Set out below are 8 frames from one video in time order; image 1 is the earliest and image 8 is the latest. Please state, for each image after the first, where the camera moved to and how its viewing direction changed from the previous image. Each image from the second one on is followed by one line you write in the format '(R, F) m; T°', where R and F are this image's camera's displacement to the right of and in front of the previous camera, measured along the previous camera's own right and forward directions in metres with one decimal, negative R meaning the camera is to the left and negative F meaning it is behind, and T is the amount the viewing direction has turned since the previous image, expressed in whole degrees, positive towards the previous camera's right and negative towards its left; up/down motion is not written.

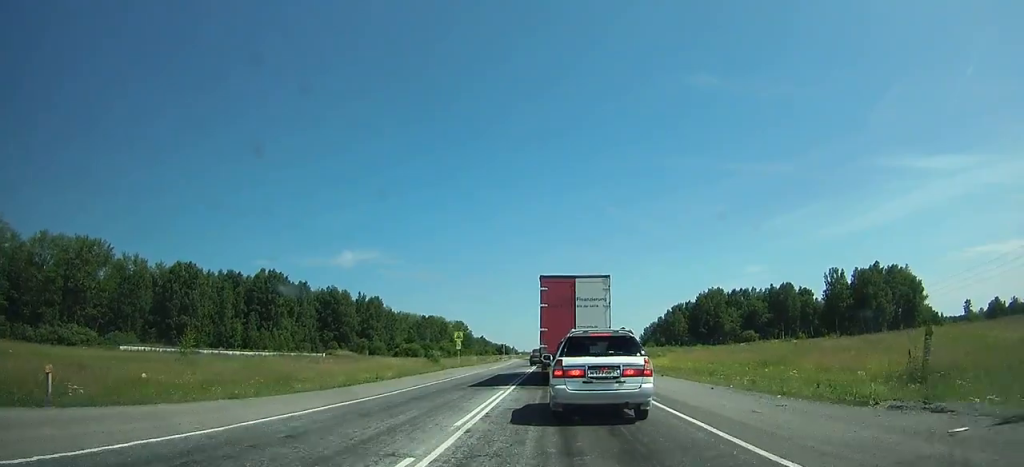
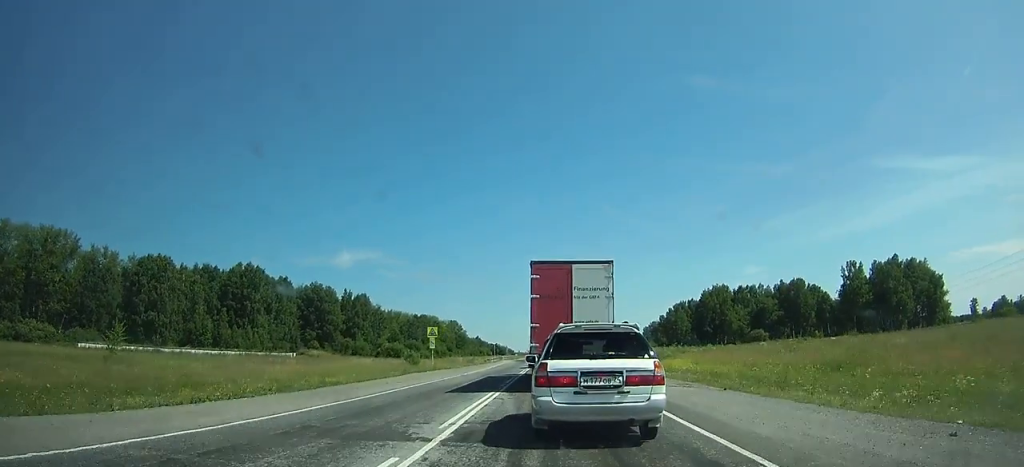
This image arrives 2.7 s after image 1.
(0.0, +10.6) m; 0°
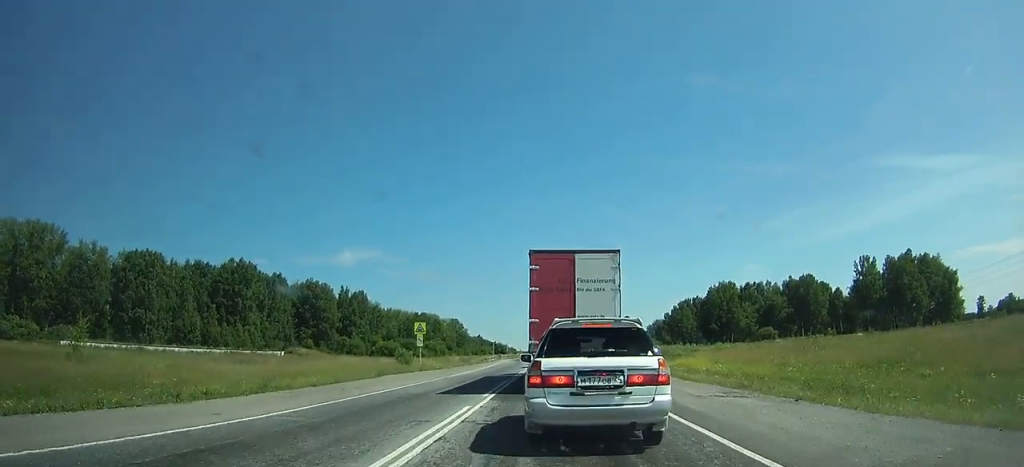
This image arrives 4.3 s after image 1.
(0.0, +5.1) m; 0°
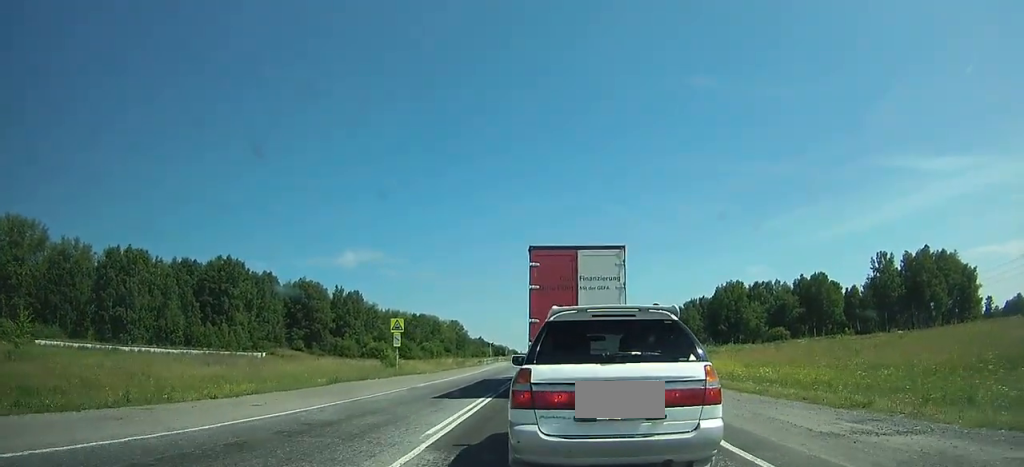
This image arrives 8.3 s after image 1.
(0.0, +10.2) m; 0°
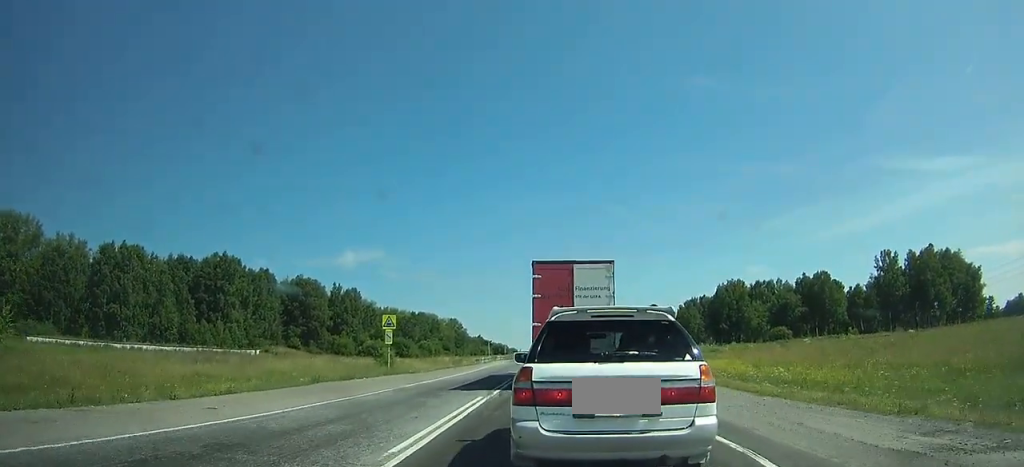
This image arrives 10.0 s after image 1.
(0.0, +4.0) m; 0°
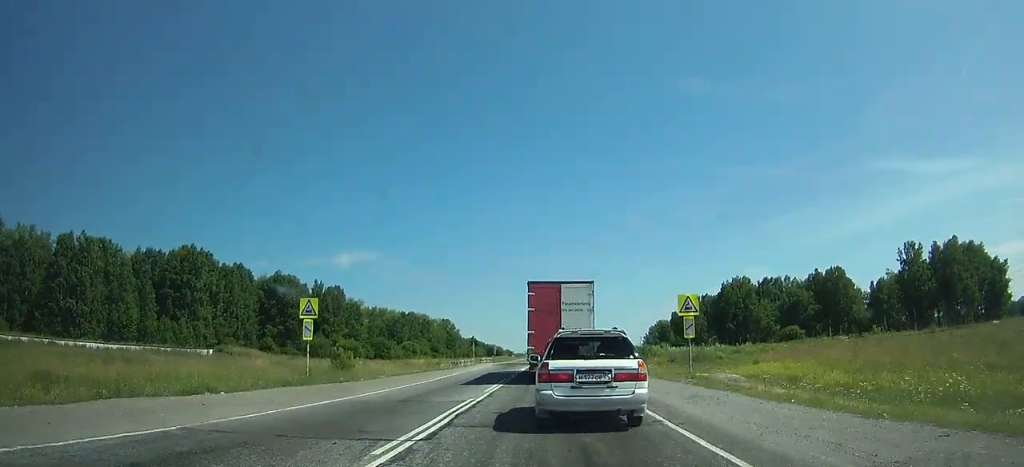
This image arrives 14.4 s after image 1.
(0.0, +12.3) m; 0°
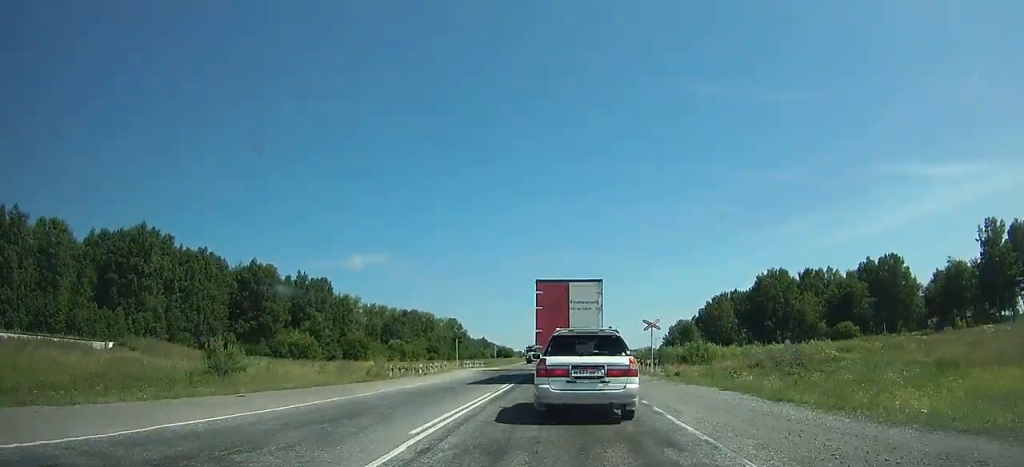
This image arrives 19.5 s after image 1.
(-0.1, +18.9) m; -1°
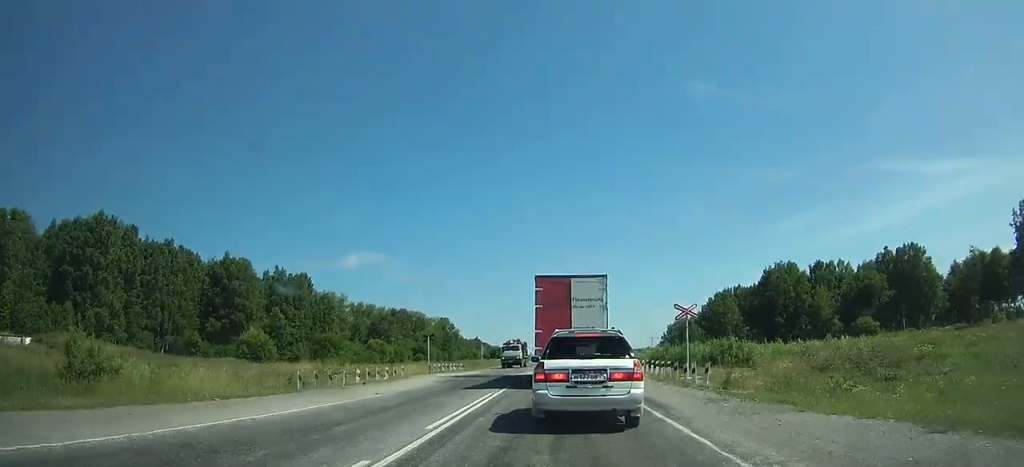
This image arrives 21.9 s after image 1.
(0.0, +9.4) m; 0°
